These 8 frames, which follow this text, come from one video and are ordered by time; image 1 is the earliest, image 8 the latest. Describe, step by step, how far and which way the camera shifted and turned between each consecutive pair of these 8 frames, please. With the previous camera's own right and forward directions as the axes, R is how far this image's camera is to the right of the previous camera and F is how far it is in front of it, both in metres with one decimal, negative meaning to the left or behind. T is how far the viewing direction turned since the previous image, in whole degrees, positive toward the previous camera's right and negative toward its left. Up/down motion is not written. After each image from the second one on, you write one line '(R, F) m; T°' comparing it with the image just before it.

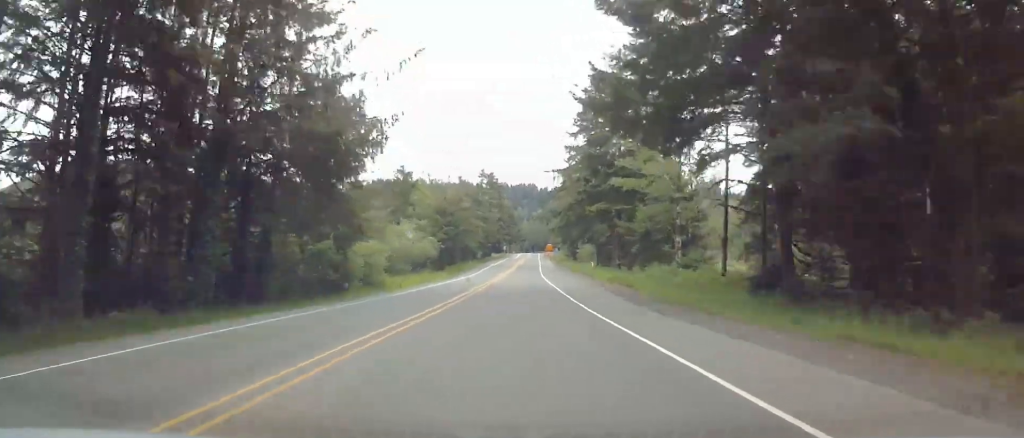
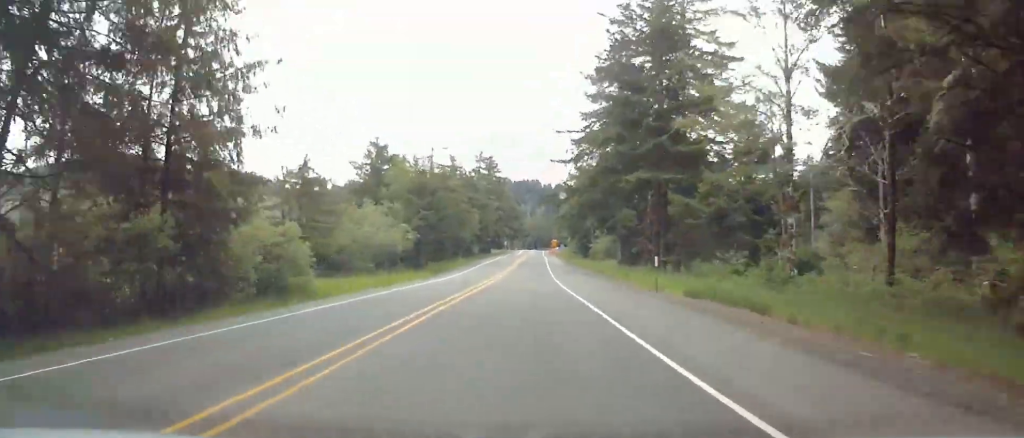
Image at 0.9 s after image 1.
(-0.1, +22.2) m; 0°
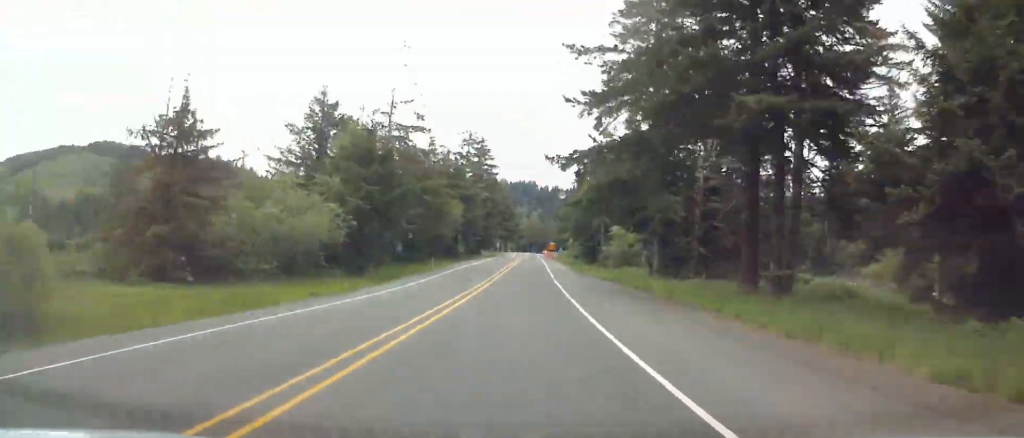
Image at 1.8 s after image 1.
(-0.1, +23.8) m; 0°
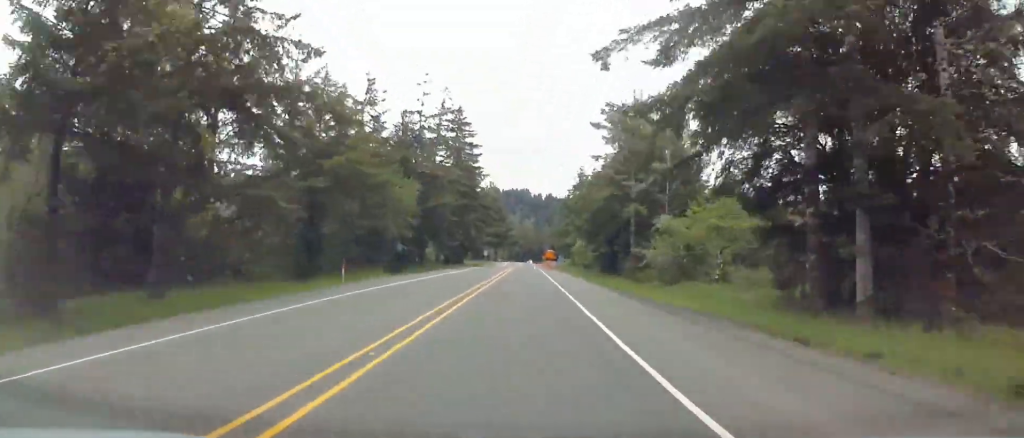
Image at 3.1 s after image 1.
(+0.3, +33.6) m; 0°
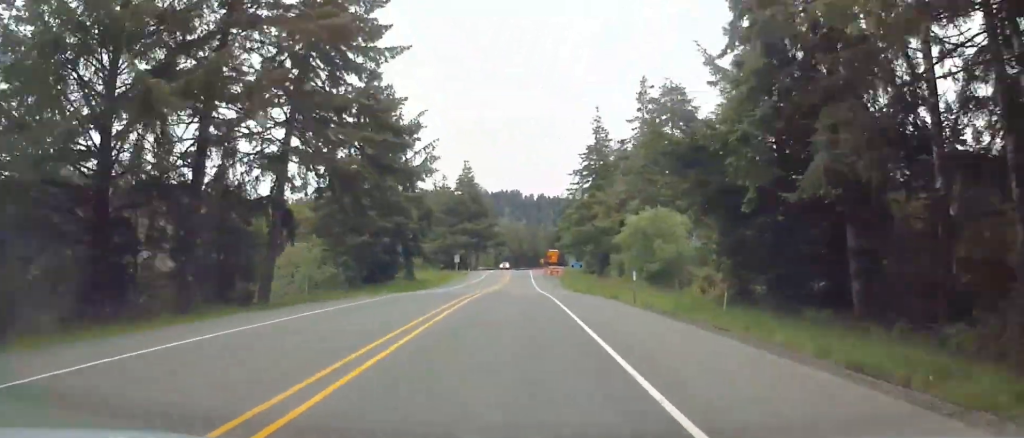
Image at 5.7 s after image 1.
(-0.3, +62.9) m; 0°
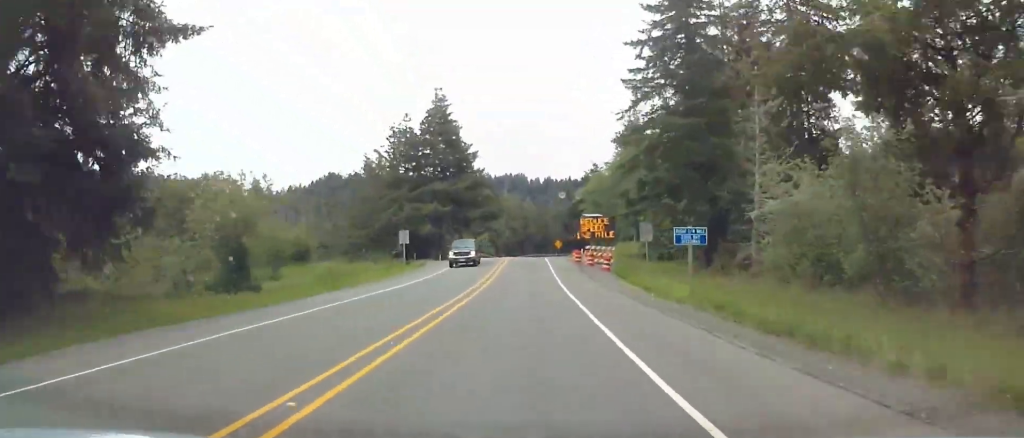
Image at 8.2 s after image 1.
(0.0, +61.3) m; 0°
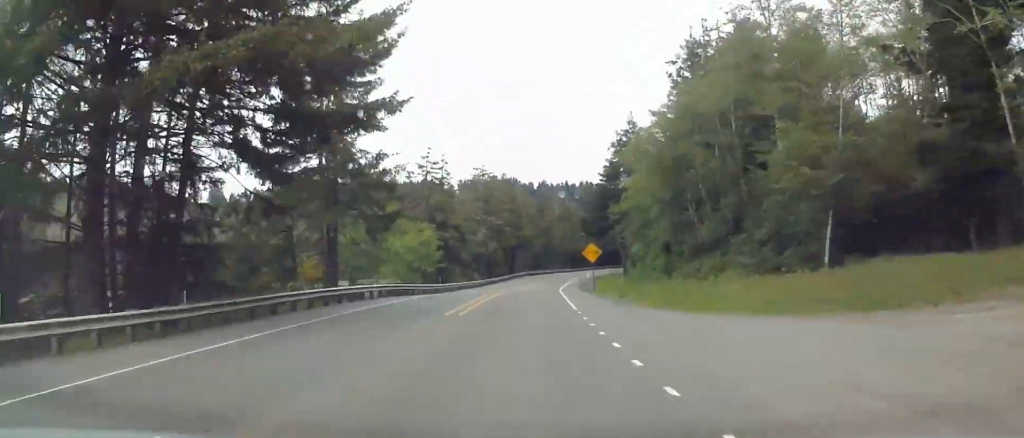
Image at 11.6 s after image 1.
(+1.4, +80.1) m; +2°
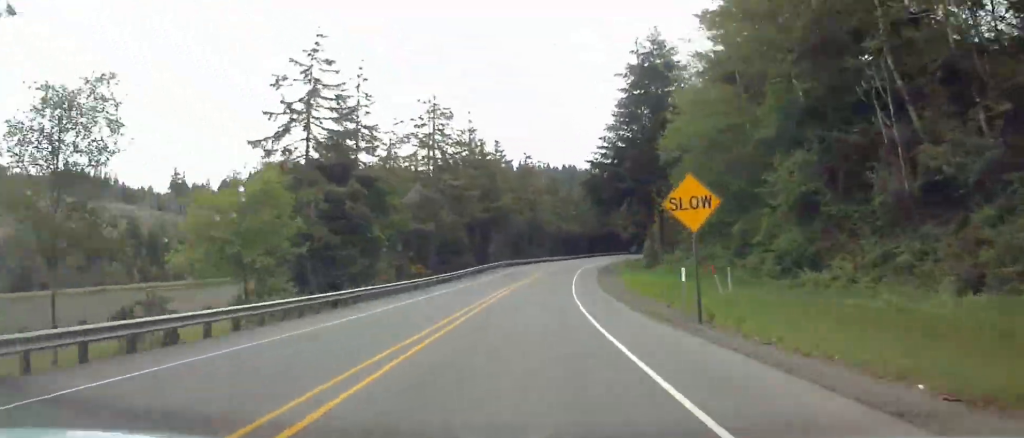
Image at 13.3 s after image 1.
(+0.1, +40.0) m; 0°
